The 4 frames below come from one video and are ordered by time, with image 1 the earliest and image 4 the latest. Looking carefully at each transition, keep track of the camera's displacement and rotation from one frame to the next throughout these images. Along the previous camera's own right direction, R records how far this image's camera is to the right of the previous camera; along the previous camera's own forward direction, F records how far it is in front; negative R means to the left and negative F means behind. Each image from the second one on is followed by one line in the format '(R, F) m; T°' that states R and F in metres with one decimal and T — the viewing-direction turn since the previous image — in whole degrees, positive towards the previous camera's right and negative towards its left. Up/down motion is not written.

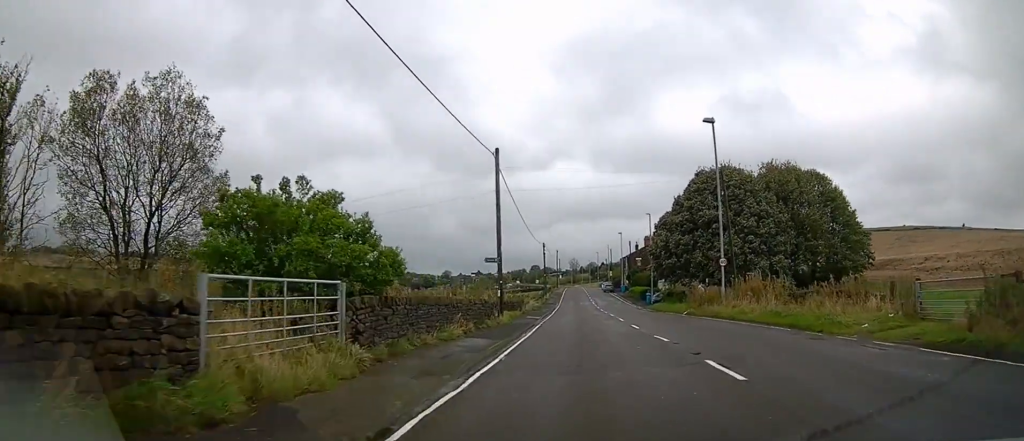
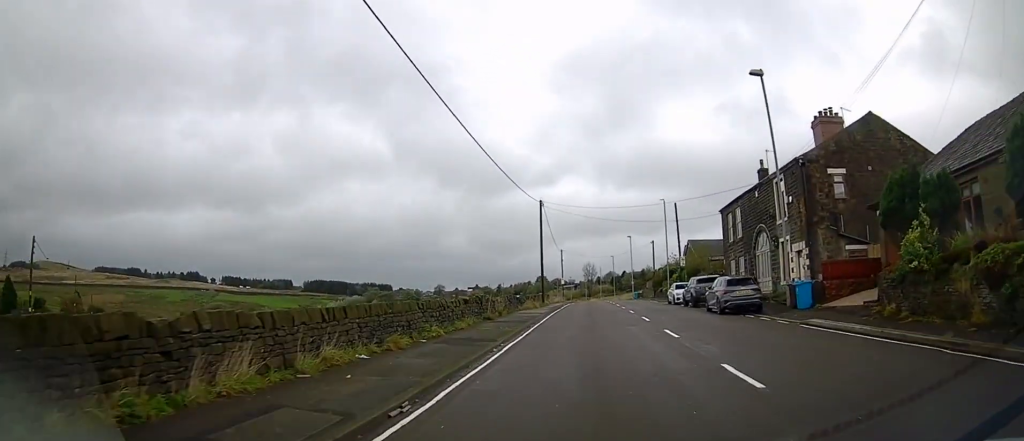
(-1.1, +73.6) m; -2°
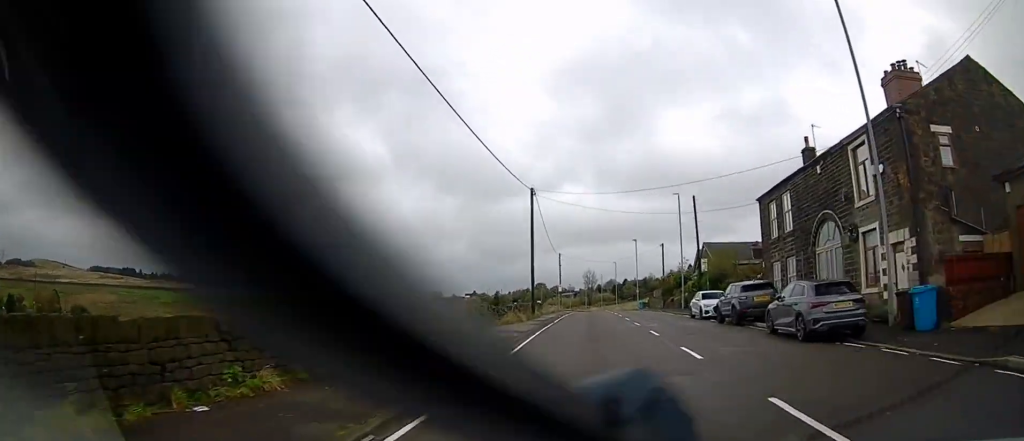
(+0.1, +8.3) m; 0°
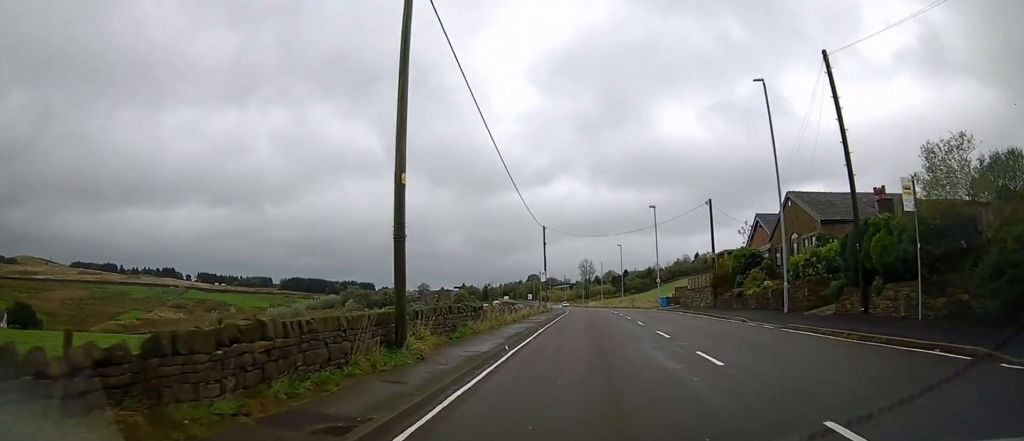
(-0.1, +25.9) m; +1°
